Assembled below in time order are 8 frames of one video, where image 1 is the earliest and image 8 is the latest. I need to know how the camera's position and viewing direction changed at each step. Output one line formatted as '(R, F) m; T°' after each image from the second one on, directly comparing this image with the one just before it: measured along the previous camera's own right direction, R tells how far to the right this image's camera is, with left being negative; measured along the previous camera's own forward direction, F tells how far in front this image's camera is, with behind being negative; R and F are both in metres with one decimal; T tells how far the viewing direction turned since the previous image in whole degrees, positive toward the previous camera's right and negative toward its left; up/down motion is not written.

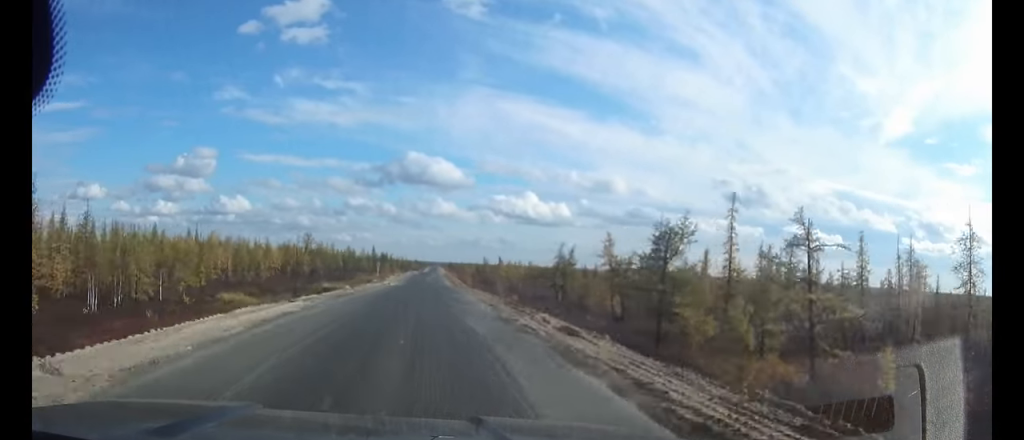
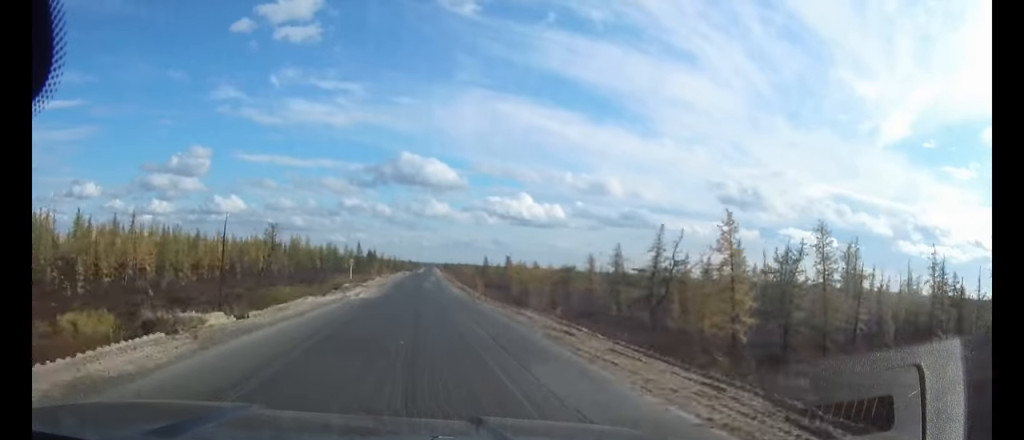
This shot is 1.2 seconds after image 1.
(0.0, +27.4) m; 0°
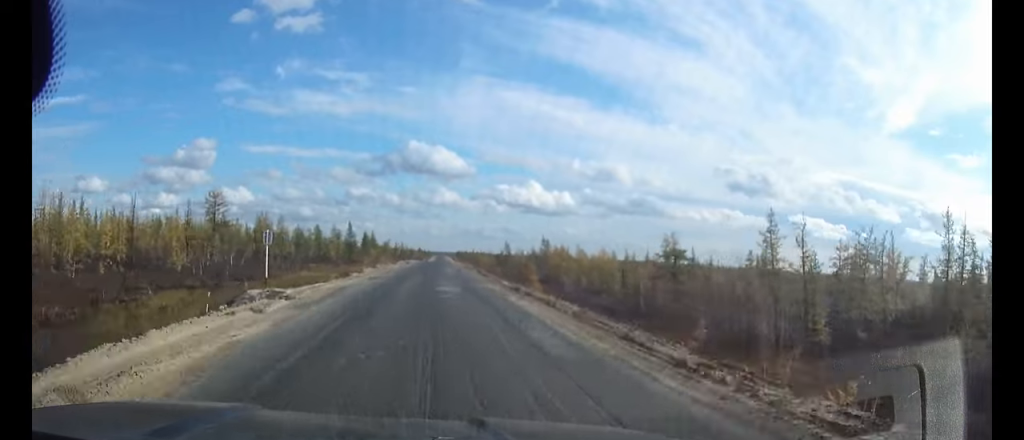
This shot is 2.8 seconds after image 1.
(-0.1, +32.5) m; 0°
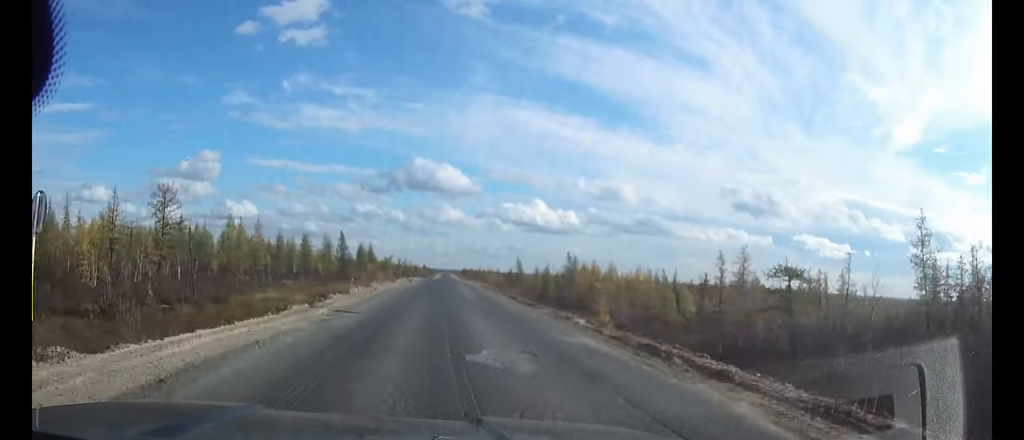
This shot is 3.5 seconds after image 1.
(0.0, +16.8) m; +1°
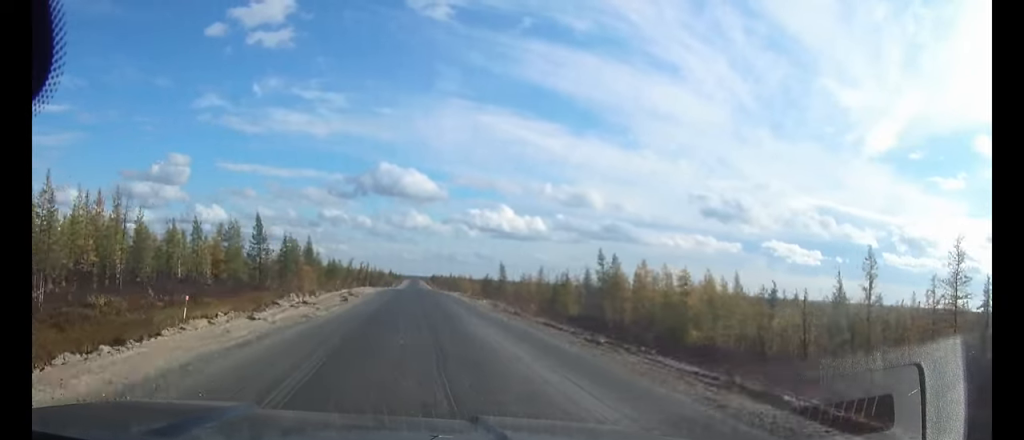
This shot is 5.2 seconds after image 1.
(+0.5, +35.5) m; +1°
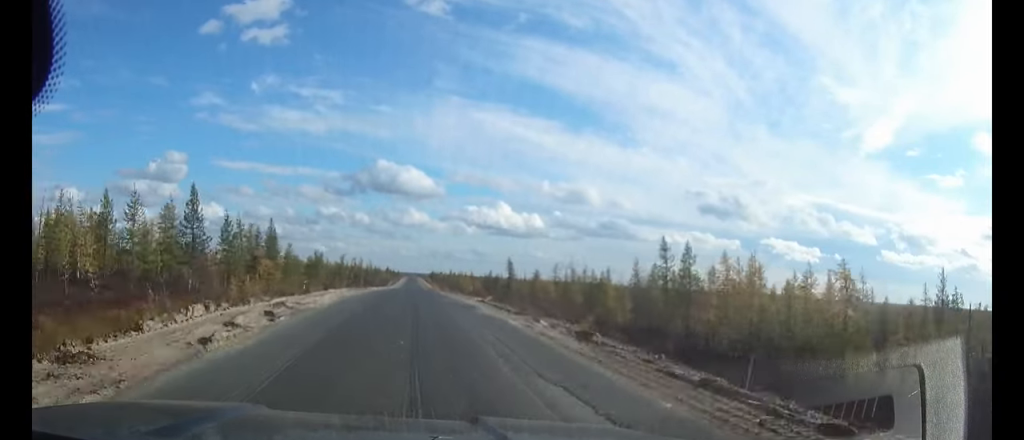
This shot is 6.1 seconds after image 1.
(+0.1, +18.3) m; 0°
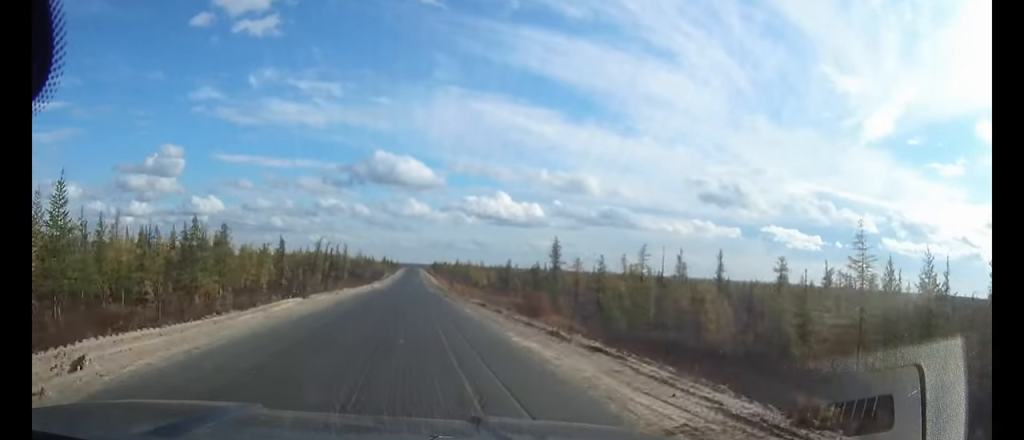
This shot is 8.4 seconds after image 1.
(-0.2, +50.9) m; -1°
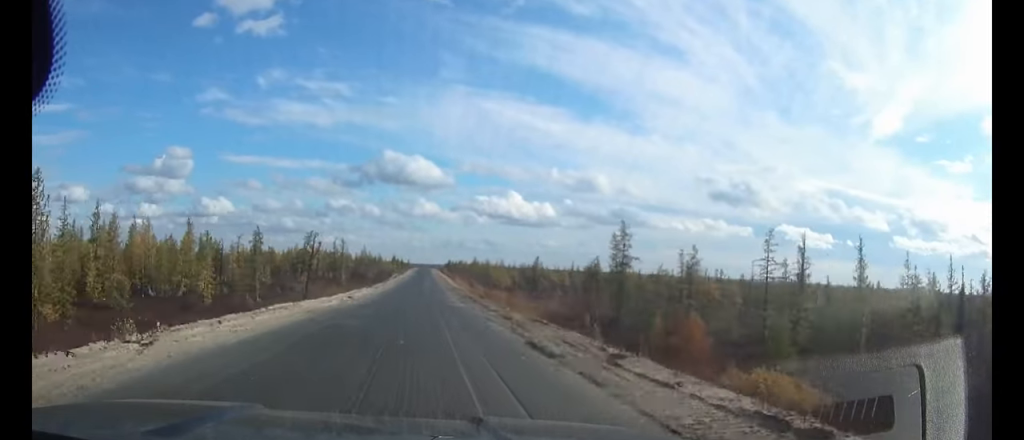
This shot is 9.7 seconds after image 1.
(-0.2, +28.4) m; 0°
